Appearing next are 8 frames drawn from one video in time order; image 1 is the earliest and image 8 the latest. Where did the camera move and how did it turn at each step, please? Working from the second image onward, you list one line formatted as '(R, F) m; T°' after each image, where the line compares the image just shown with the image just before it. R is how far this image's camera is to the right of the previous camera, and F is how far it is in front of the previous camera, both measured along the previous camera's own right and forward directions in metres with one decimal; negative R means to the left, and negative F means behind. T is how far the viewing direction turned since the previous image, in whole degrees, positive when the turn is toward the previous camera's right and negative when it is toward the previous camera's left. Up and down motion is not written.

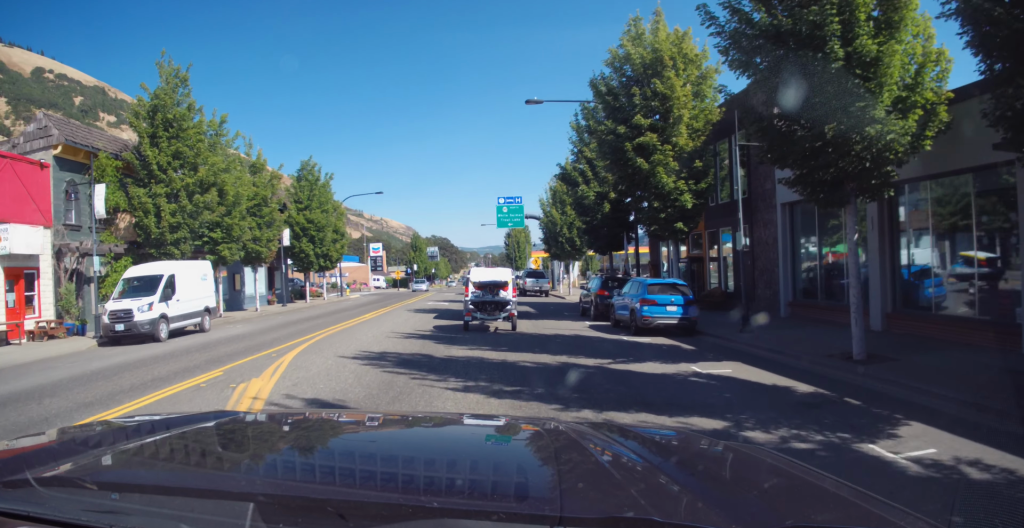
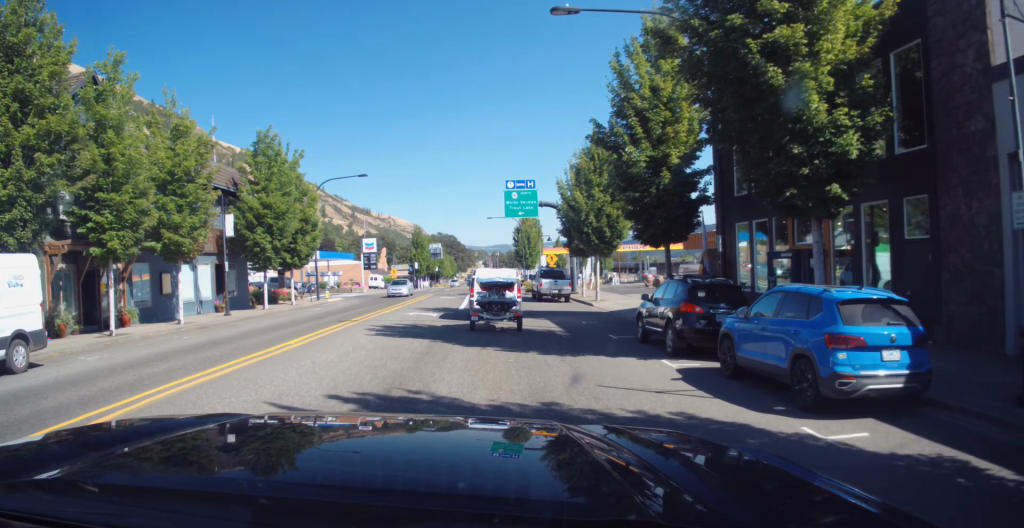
(+0.7, +9.8) m; 0°
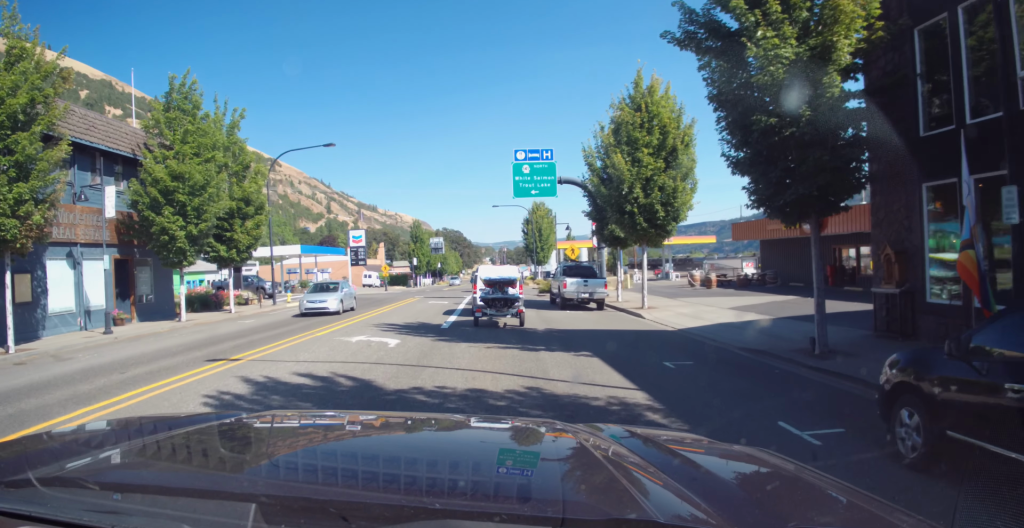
(-0.4, +11.2) m; -2°
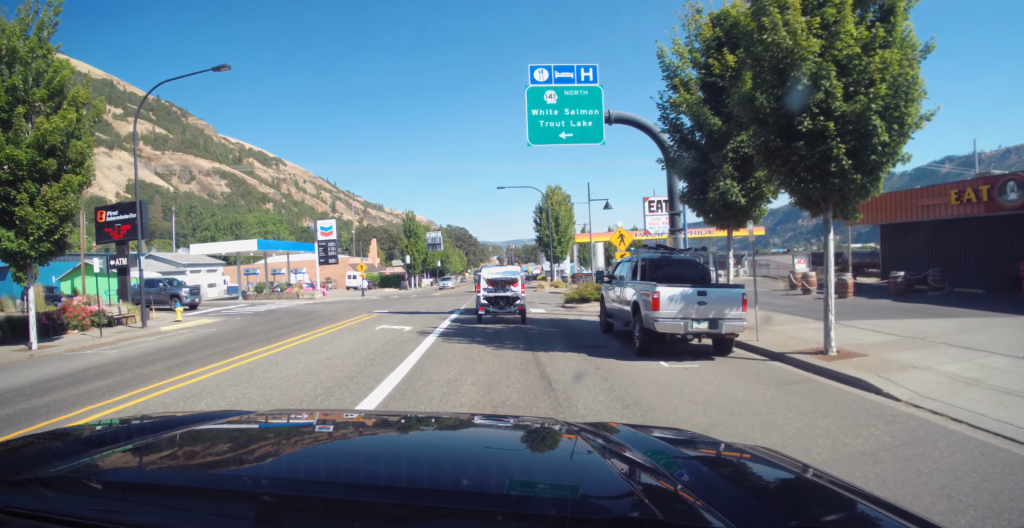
(-0.5, +15.5) m; -1°
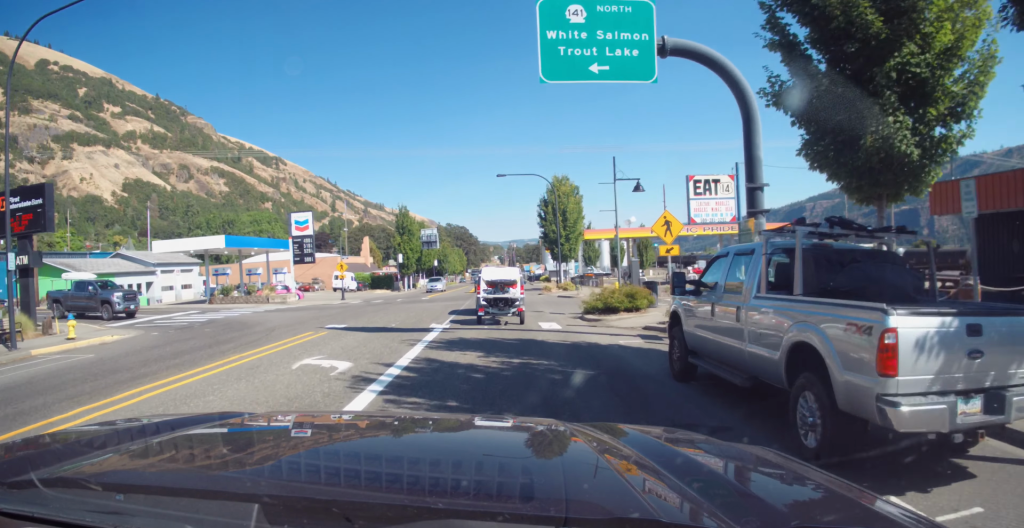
(+0.9, +7.4) m; 0°
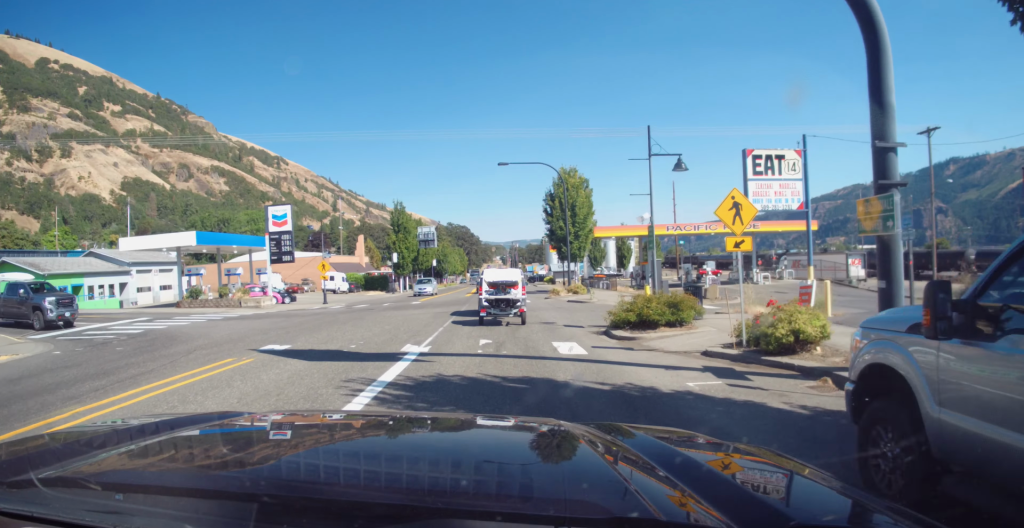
(-0.7, +5.5) m; 0°
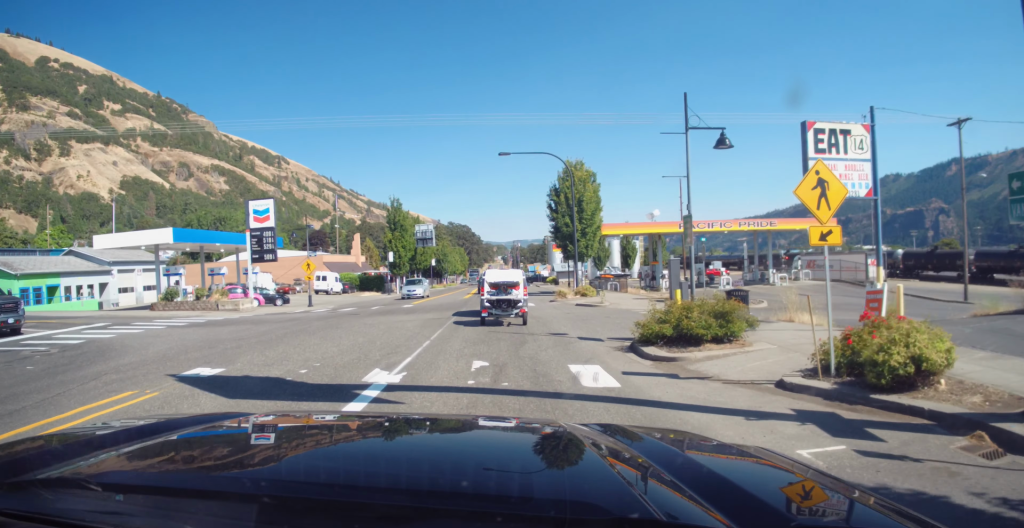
(-0.4, +3.9) m; 0°
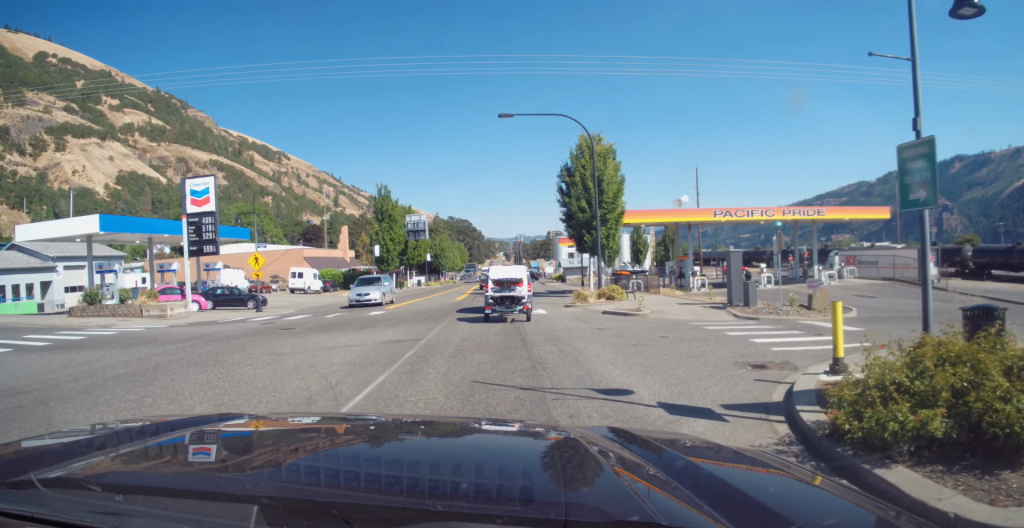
(+1.1, +9.0) m; +1°
